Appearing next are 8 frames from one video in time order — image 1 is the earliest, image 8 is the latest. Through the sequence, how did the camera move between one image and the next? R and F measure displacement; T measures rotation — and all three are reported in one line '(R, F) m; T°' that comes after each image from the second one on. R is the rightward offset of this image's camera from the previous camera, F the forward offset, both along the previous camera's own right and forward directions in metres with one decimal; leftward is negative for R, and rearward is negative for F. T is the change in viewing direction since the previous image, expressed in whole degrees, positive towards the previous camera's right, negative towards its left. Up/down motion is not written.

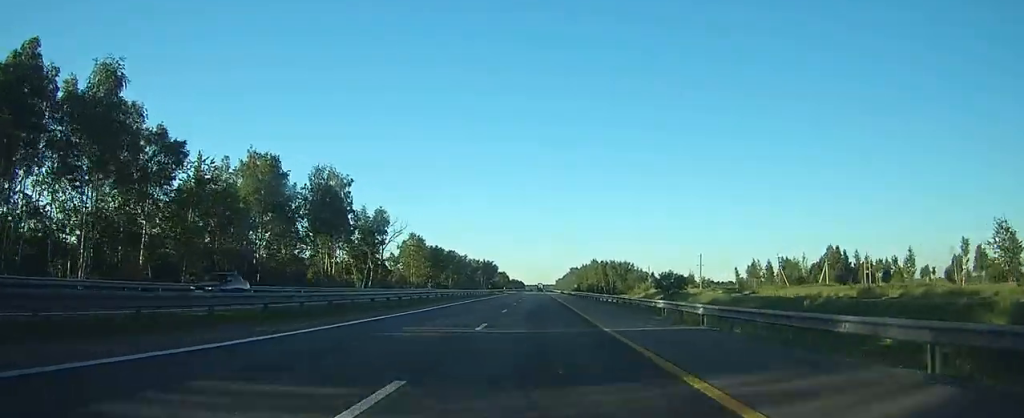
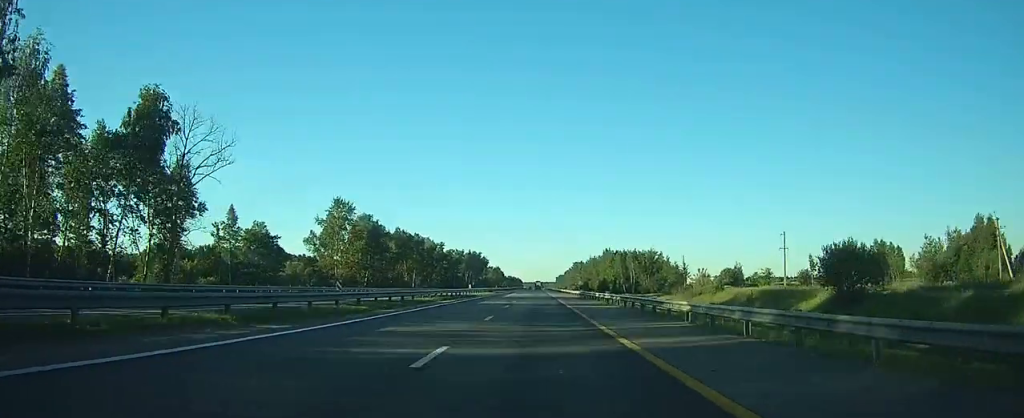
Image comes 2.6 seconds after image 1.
(-0.2, +67.7) m; 0°
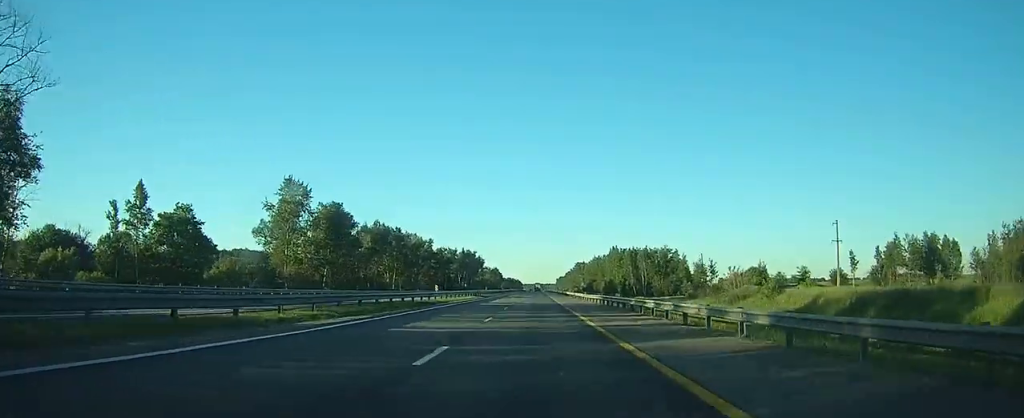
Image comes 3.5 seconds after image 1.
(+0.1, +23.6) m; 0°
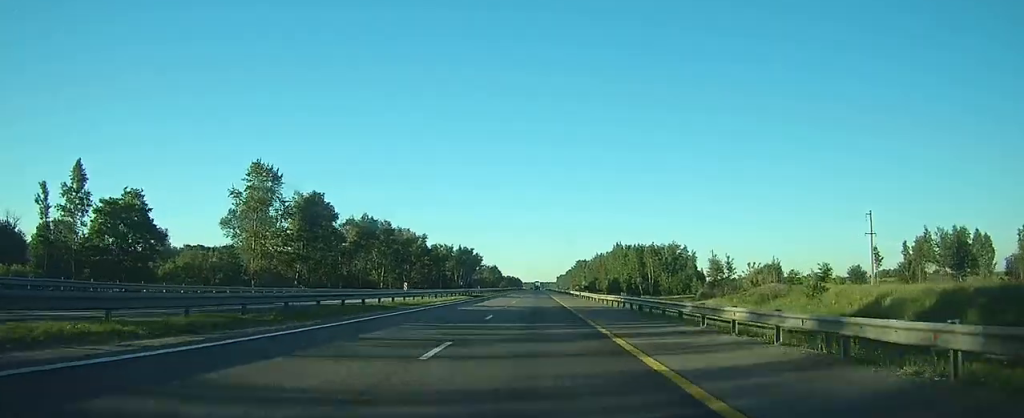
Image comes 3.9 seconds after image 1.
(0.0, +11.4) m; 0°
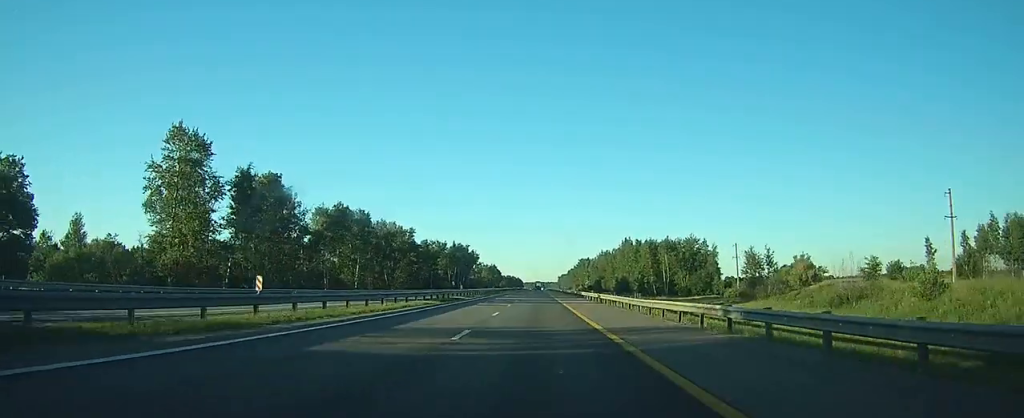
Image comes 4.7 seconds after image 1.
(0.0, +20.1) m; 0°
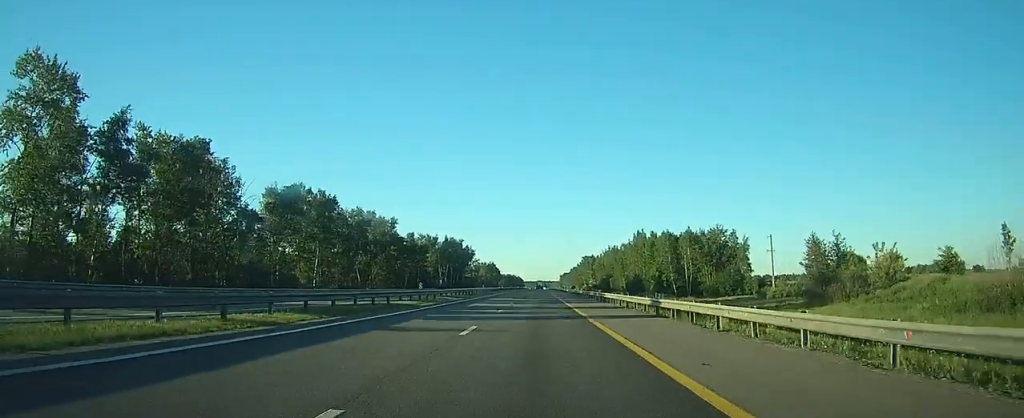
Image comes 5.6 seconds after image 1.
(0.0, +22.8) m; 0°
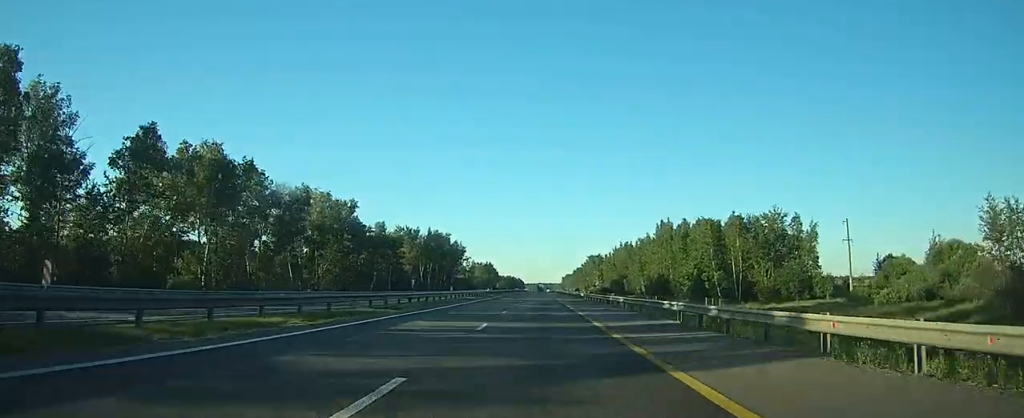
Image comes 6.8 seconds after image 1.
(-0.1, +33.5) m; 0°
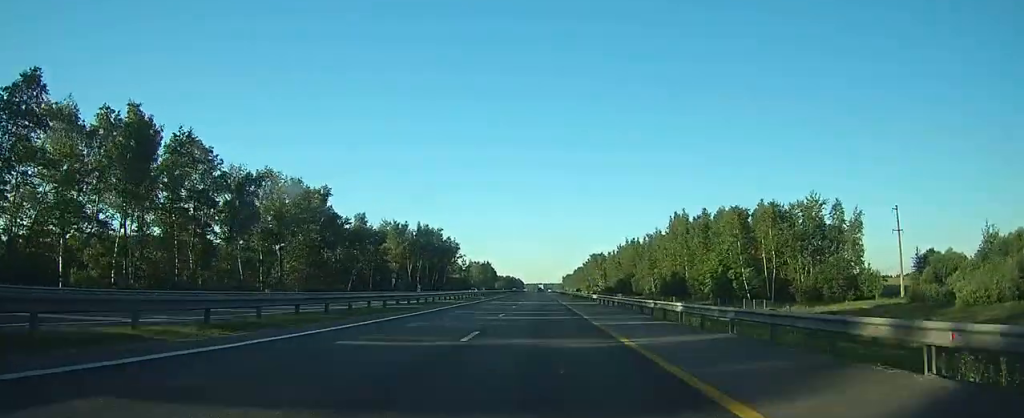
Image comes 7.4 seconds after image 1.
(0.0, +15.0) m; 0°
